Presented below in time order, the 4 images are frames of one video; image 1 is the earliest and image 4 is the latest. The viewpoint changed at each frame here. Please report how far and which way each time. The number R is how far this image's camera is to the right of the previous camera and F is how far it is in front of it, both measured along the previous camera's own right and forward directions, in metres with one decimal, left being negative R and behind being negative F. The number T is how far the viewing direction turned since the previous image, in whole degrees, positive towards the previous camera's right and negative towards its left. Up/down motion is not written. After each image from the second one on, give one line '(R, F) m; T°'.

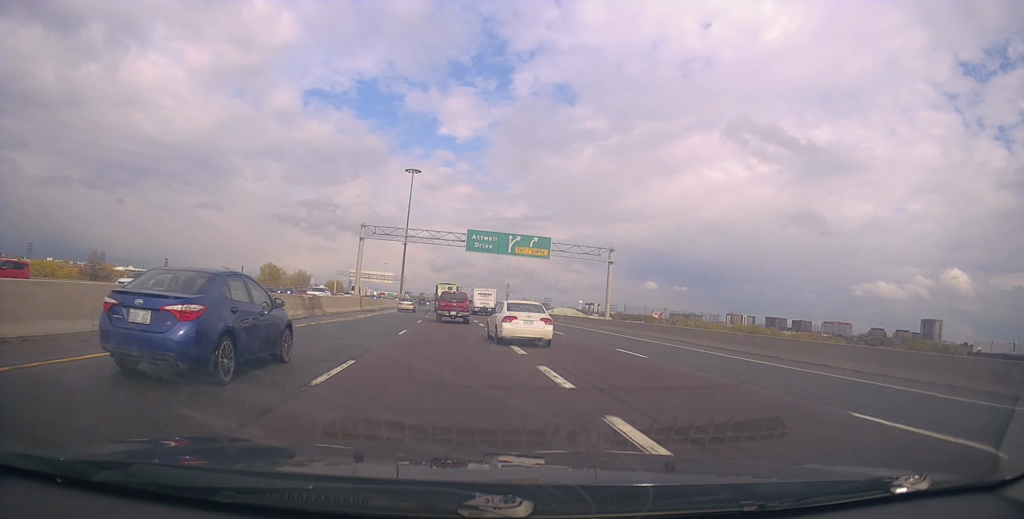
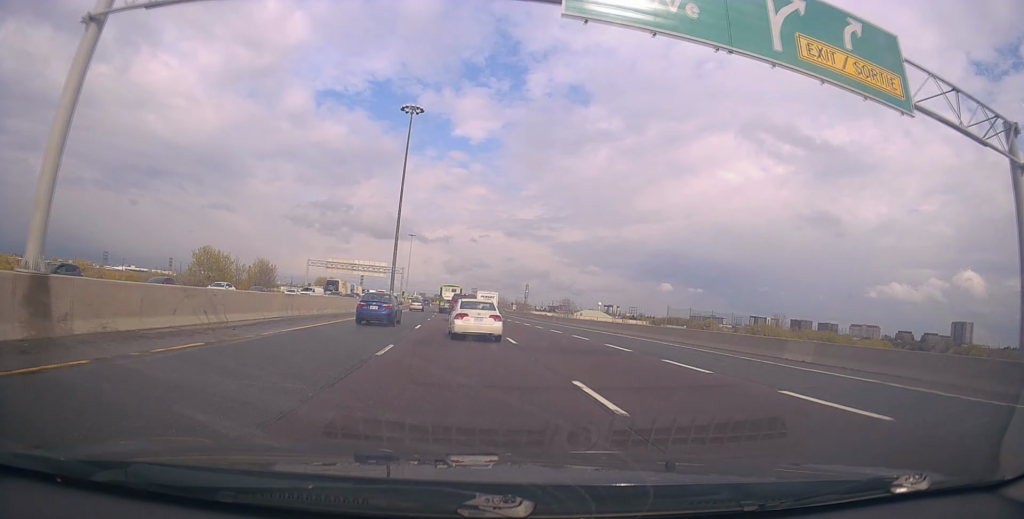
(-0.8, +43.9) m; -1°
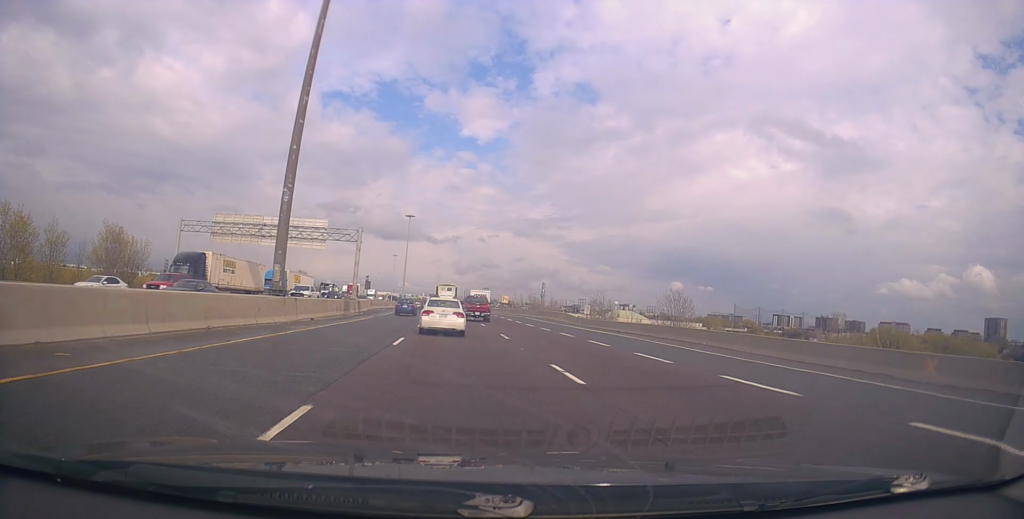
(-0.9, +58.6) m; -3°
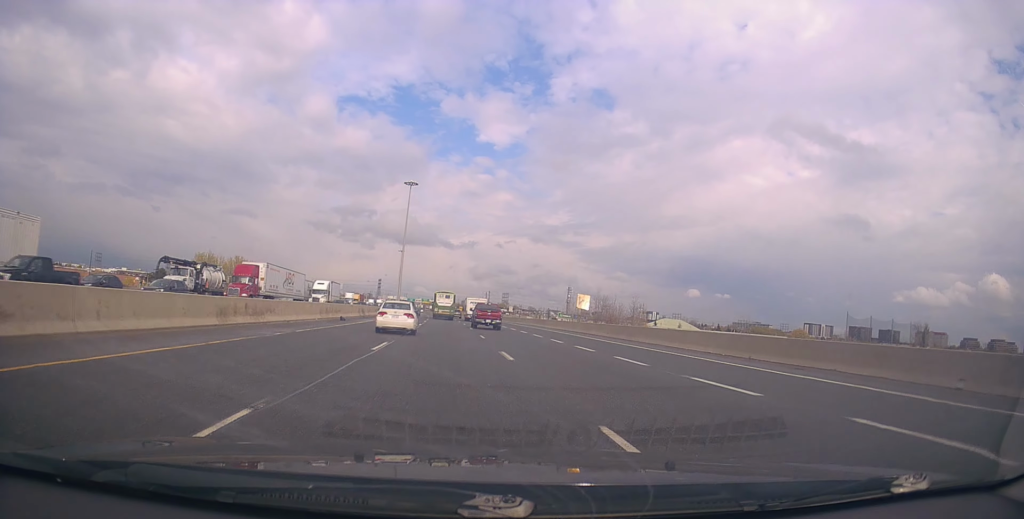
(-0.3, +60.1) m; -1°
